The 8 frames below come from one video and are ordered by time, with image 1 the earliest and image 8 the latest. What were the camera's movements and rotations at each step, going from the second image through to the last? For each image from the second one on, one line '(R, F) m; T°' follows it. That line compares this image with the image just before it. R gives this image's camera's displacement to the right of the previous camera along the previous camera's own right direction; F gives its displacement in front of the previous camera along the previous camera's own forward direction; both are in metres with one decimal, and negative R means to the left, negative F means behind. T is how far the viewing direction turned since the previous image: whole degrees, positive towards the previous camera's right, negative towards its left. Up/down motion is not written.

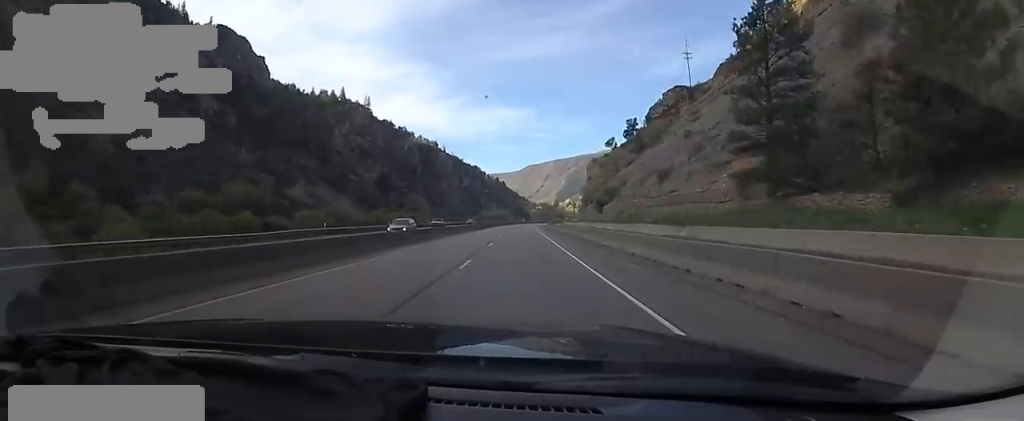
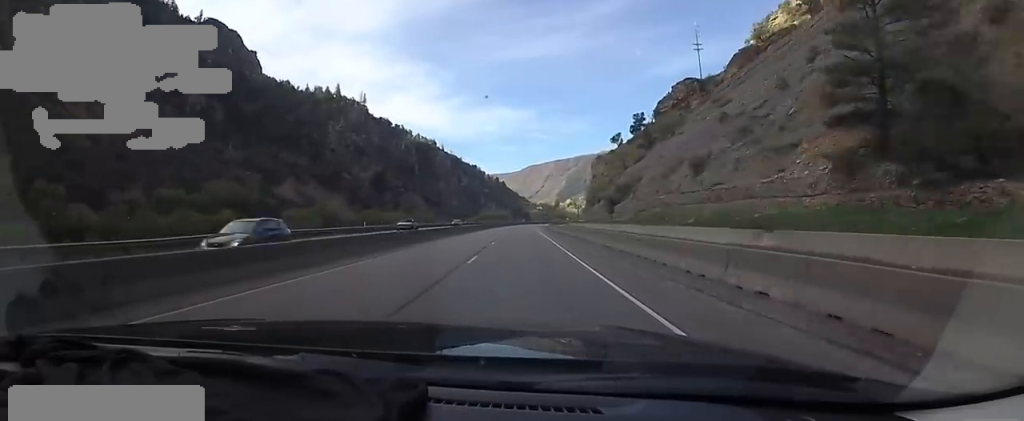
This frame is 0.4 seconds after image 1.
(-0.1, +10.0) m; 0°
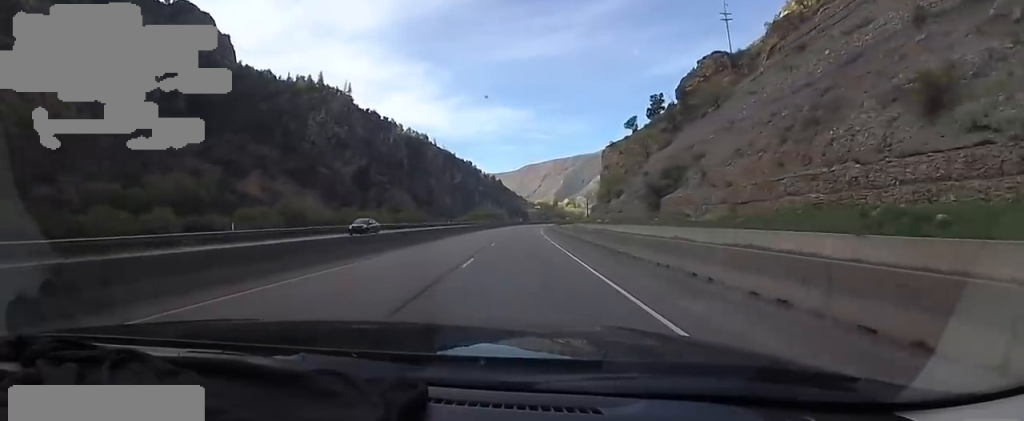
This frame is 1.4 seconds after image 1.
(-0.2, +25.1) m; +1°
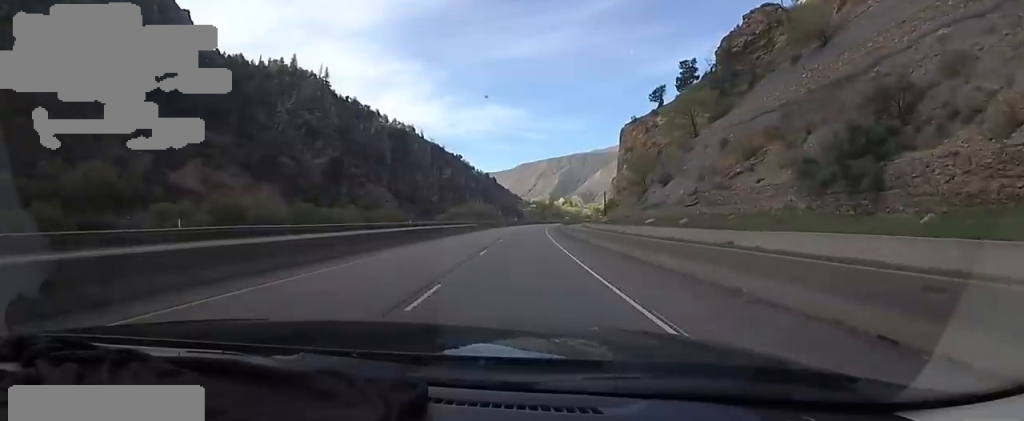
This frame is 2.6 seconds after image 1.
(+0.8, +31.1) m; +2°
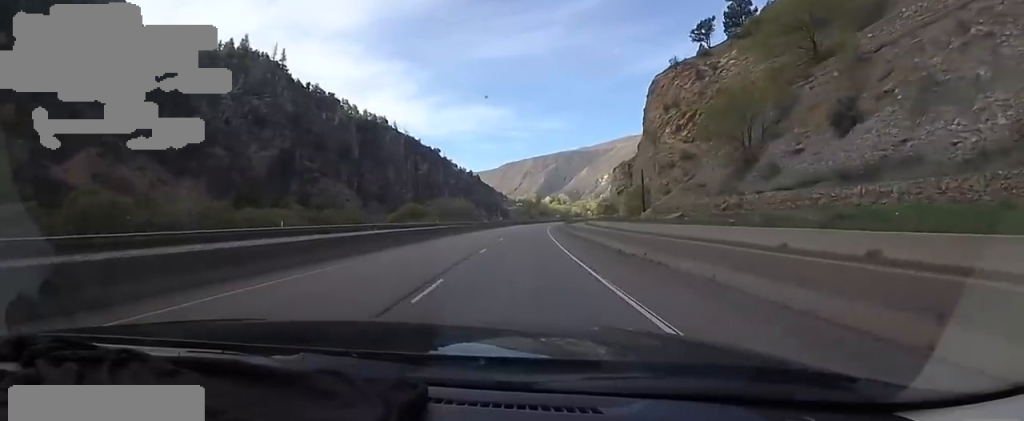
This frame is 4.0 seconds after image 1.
(-0.2, +35.5) m; -2°
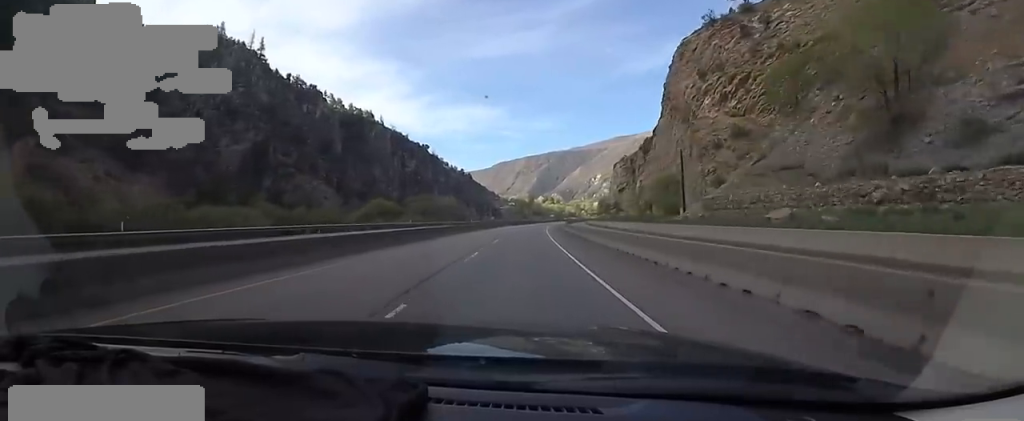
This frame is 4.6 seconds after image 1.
(-0.3, +15.3) m; +1°
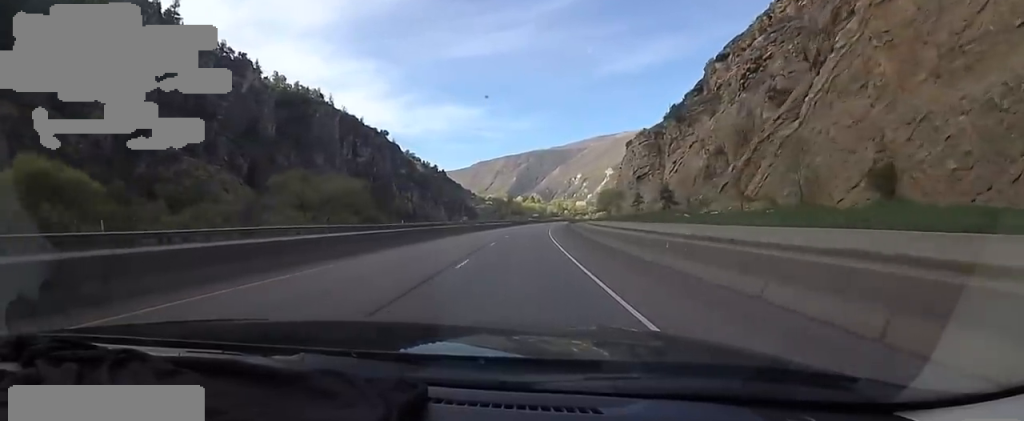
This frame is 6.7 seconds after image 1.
(+2.2, +52.3) m; +5°
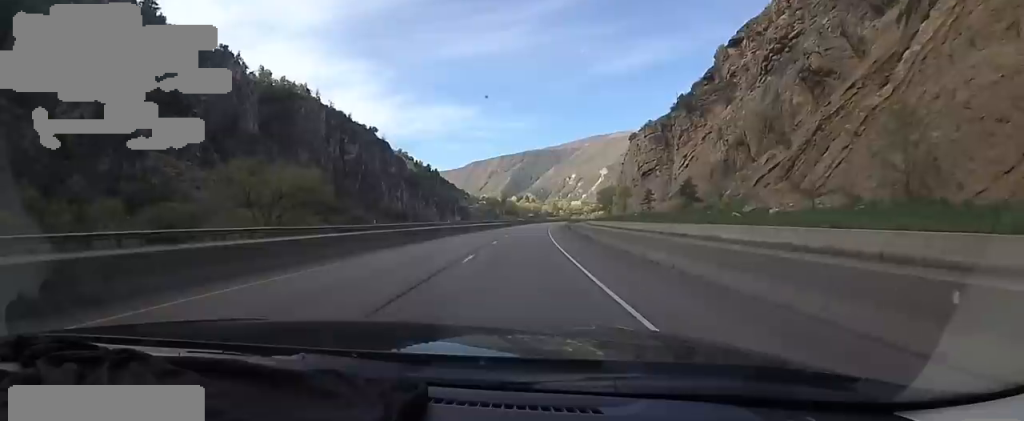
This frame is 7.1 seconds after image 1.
(-0.5, +10.4) m; +1°
